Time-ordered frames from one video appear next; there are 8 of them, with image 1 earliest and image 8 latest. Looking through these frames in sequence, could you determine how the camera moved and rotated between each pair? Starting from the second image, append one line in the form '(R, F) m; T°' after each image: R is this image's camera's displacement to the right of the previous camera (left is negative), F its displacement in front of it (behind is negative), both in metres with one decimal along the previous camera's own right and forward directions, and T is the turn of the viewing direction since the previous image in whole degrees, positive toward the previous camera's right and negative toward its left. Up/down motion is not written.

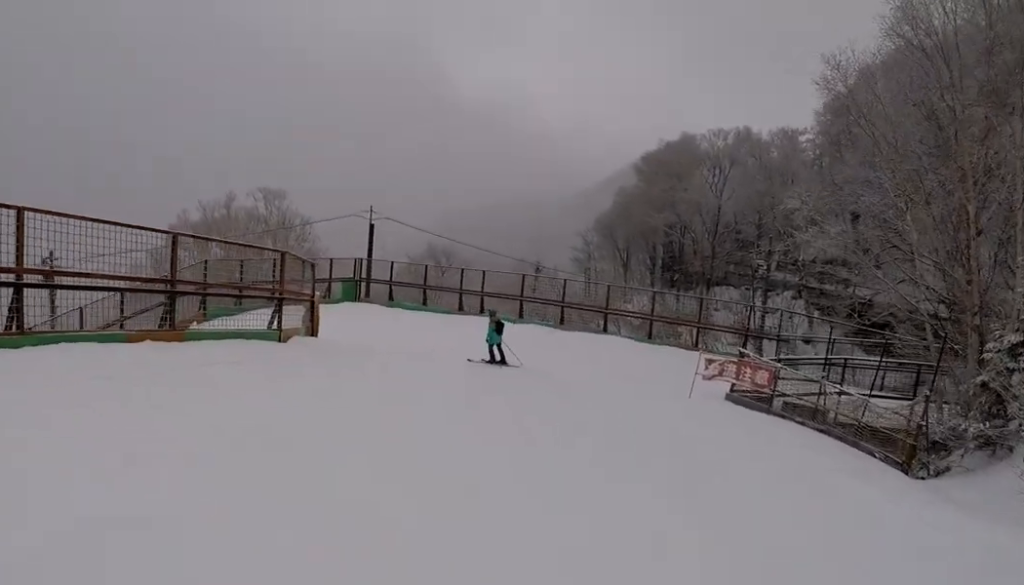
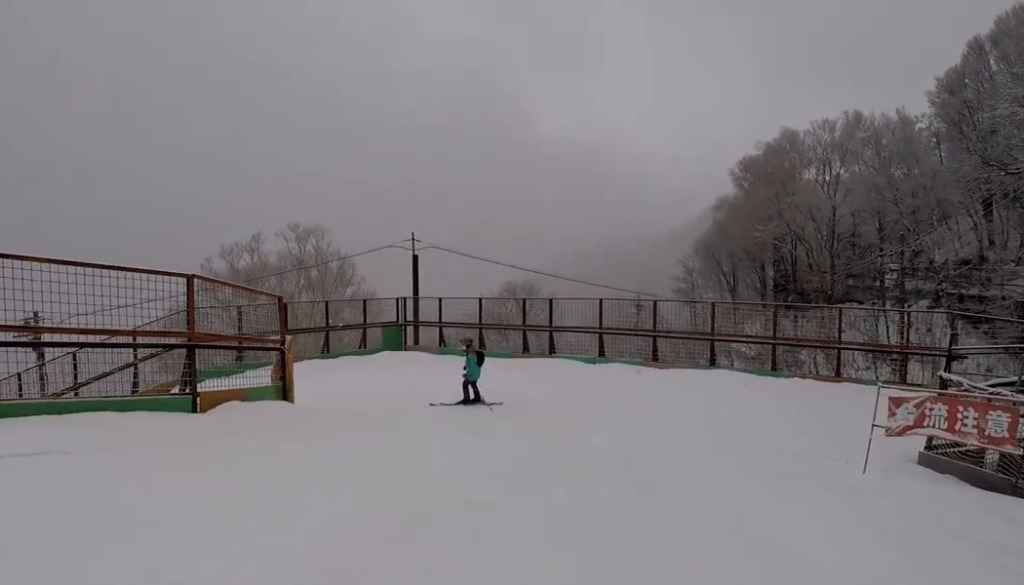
(-0.1, +6.8) m; -13°
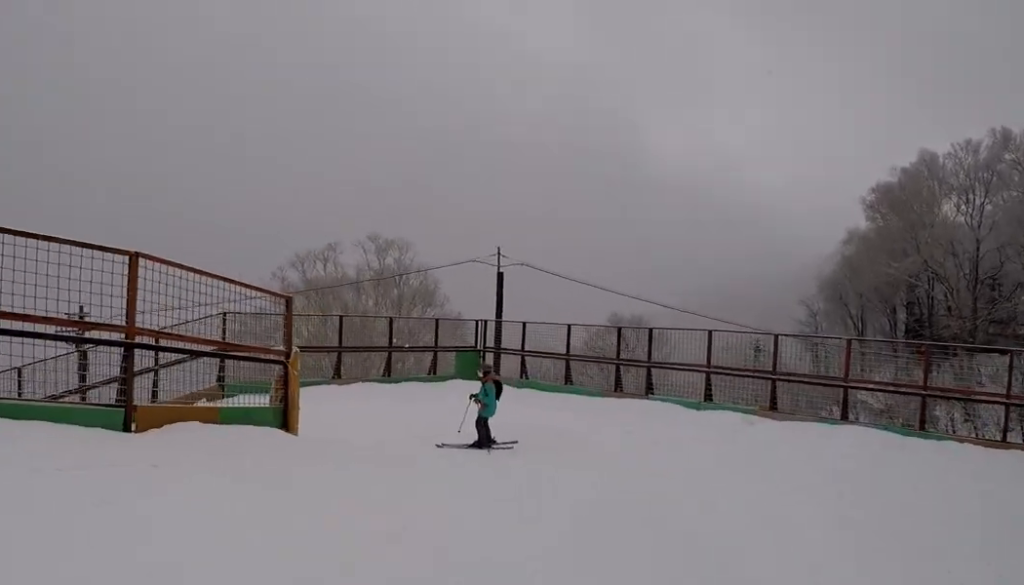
(-0.8, +3.2) m; -5°
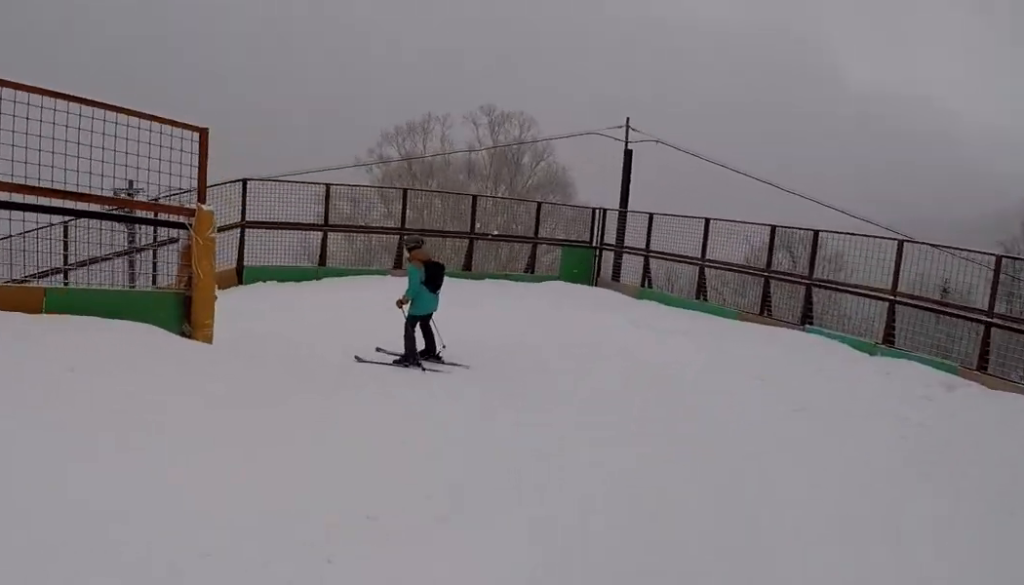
(-0.4, +4.6) m; -6°
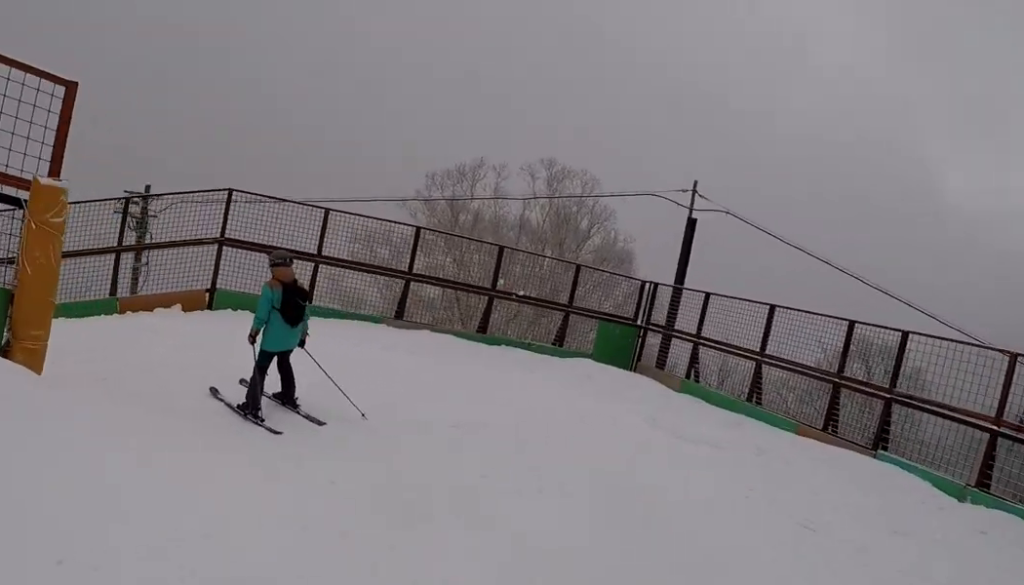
(+0.3, +2.5) m; -3°
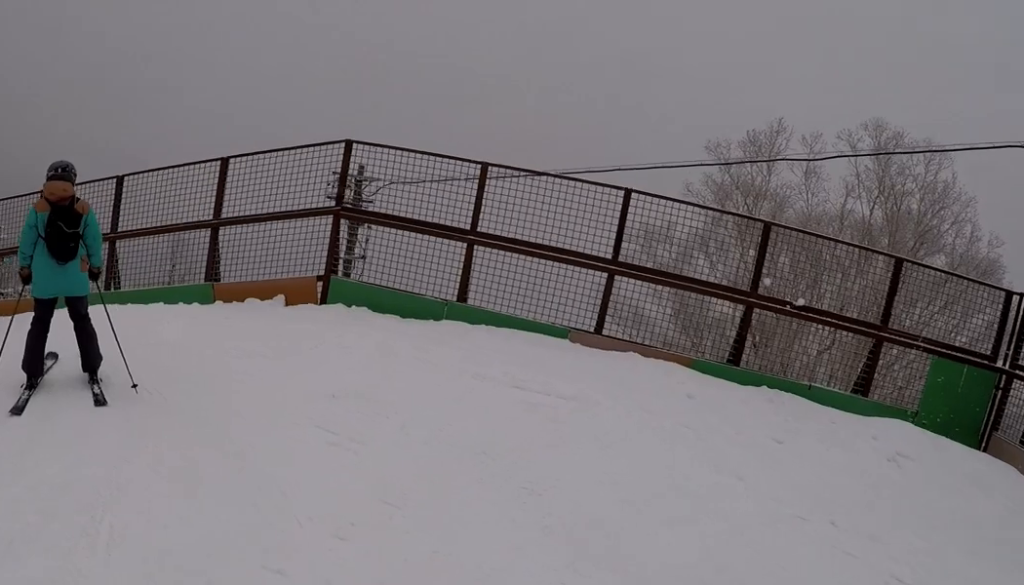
(-0.6, +4.4) m; -23°
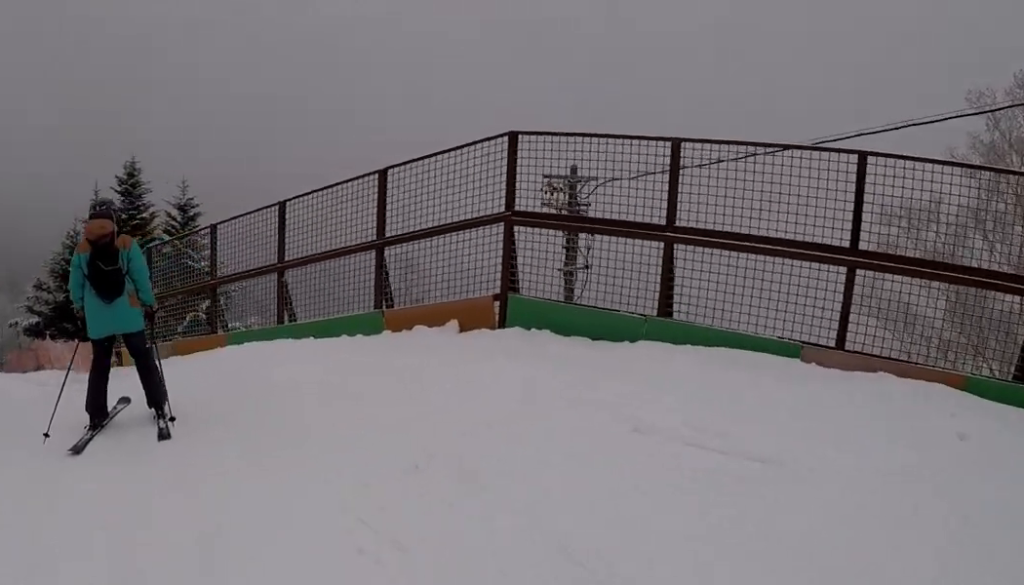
(+0.1, +1.8) m; -14°
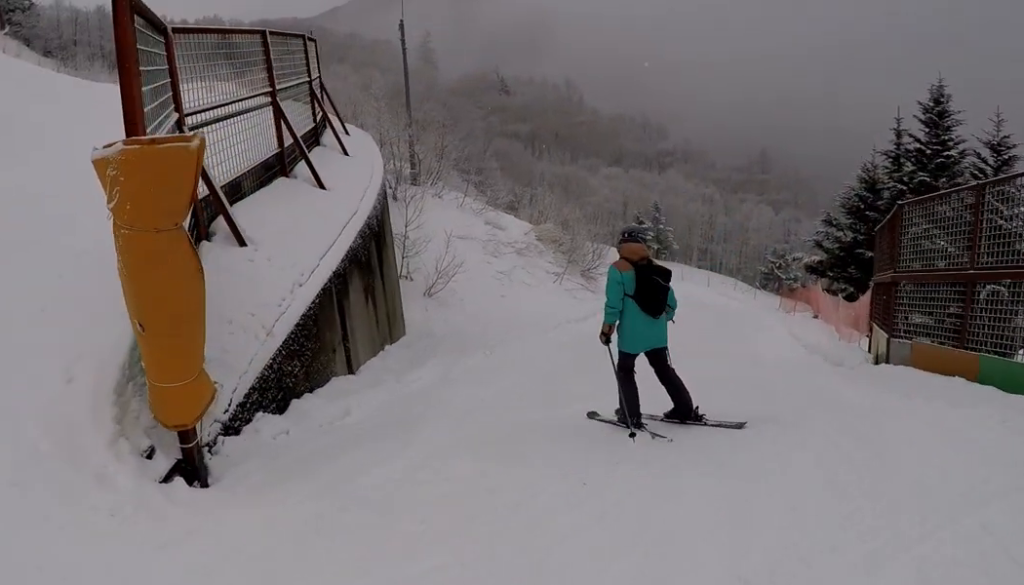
(-1.9, +2.6) m; -75°
